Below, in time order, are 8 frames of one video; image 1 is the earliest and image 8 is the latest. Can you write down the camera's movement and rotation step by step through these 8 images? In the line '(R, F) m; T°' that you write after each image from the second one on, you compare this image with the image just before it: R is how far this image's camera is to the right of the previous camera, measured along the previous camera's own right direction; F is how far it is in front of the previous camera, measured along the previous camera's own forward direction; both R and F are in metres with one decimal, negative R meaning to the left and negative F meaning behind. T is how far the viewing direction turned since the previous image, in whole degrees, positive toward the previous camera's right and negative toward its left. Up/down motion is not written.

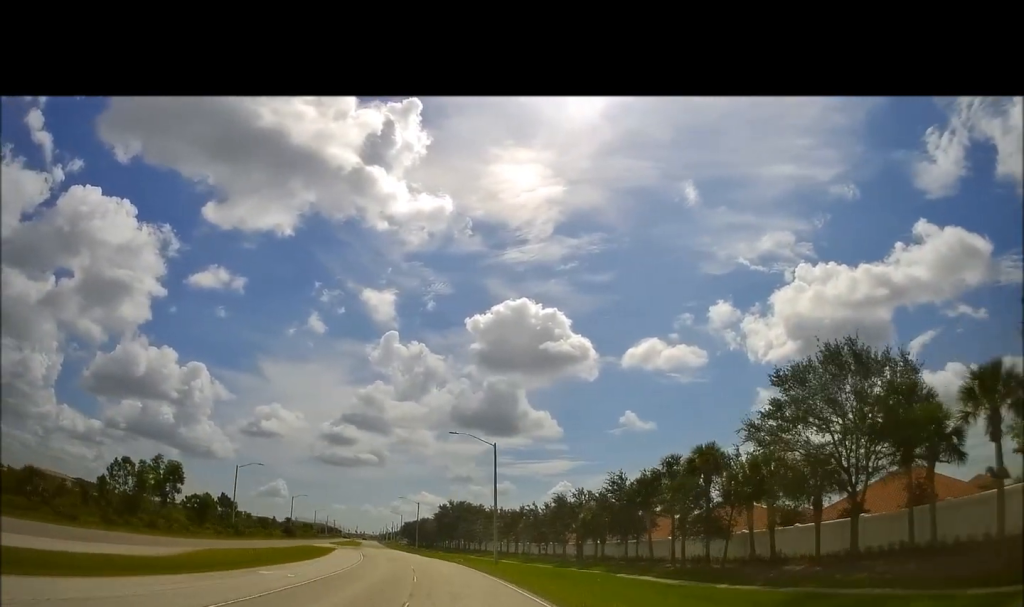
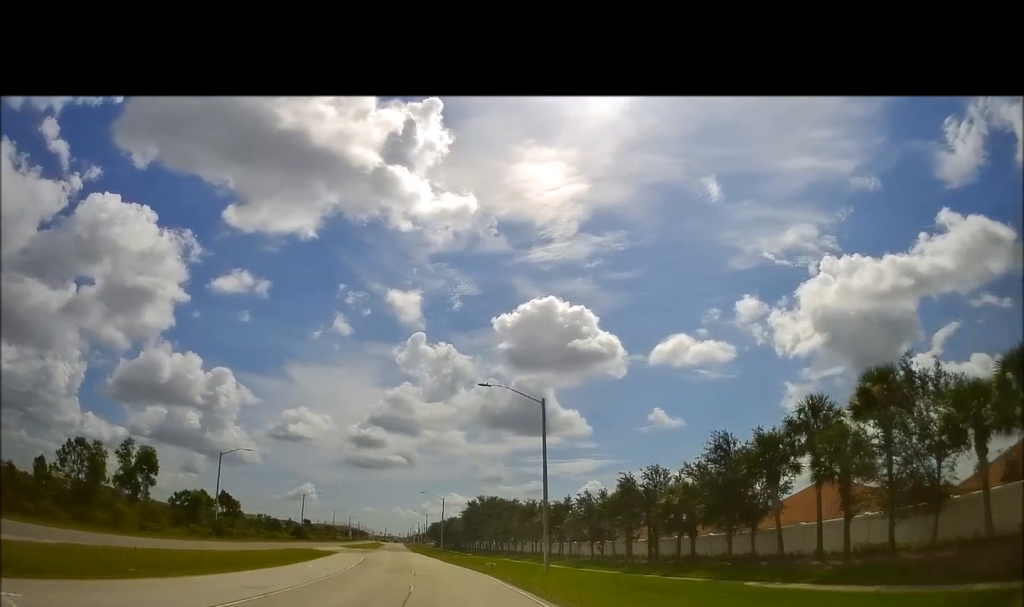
(-0.5, +17.1) m; -2°
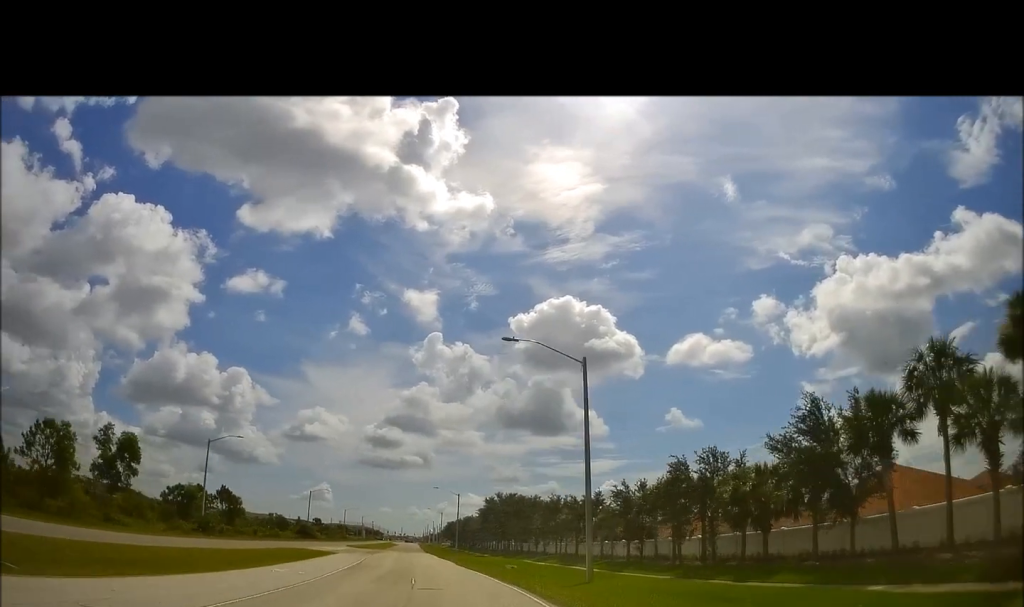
(+0.1, +8.9) m; -1°
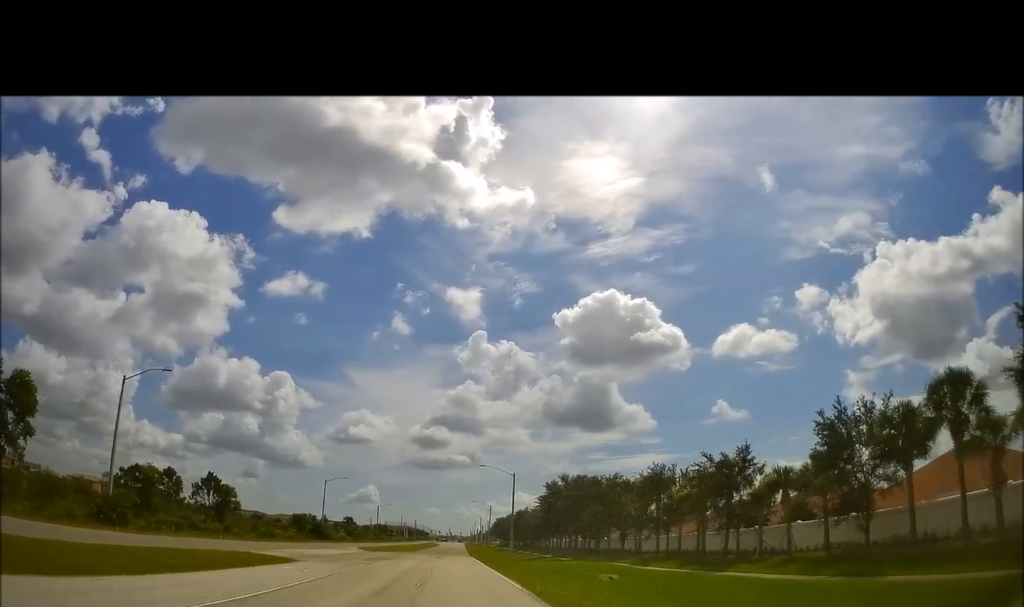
(-0.8, +28.3) m; -3°
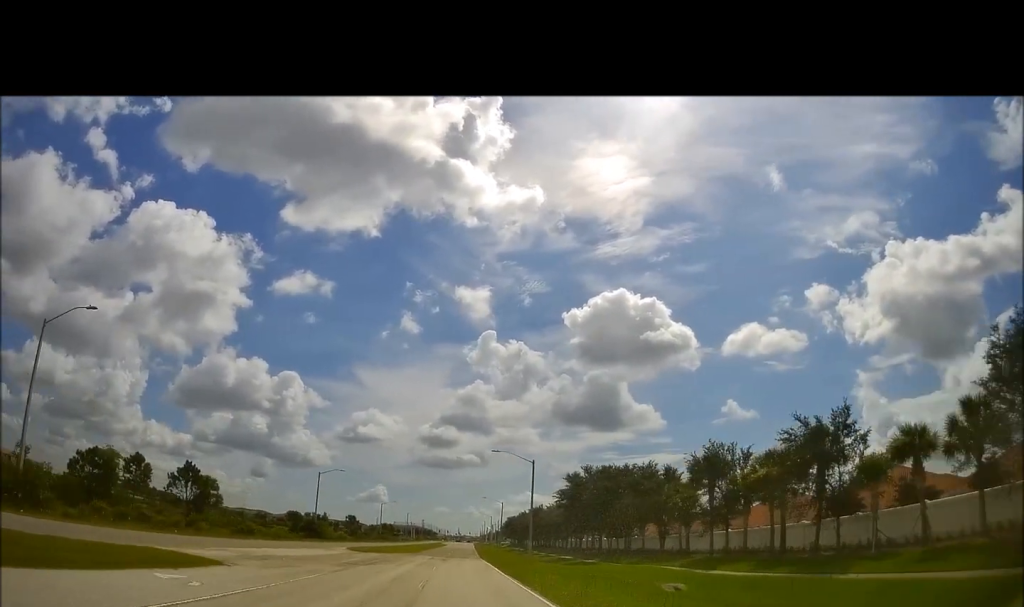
(+0.2, +12.0) m; -3°
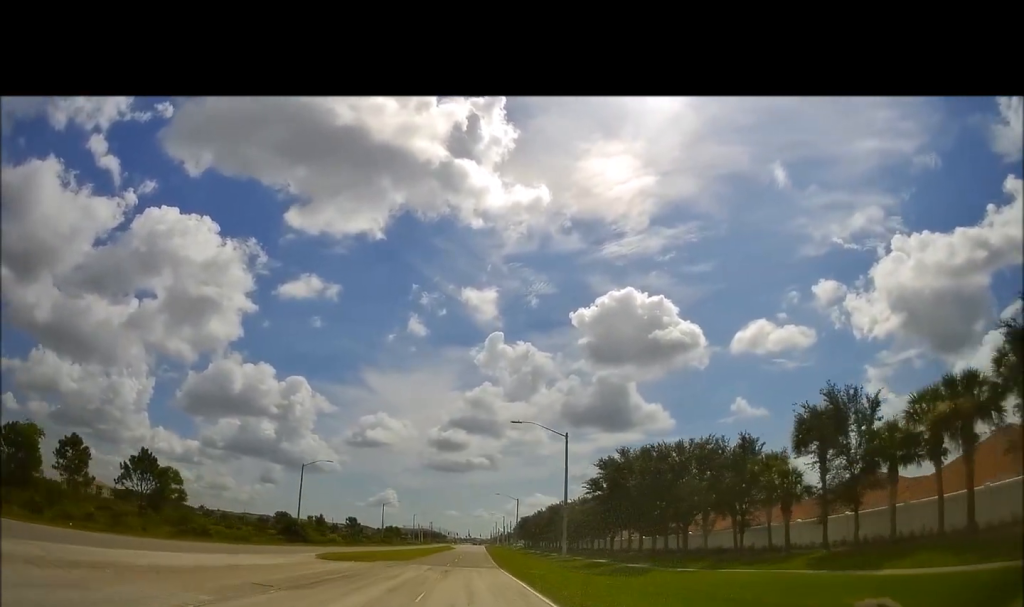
(-1.2, +16.3) m; -1°
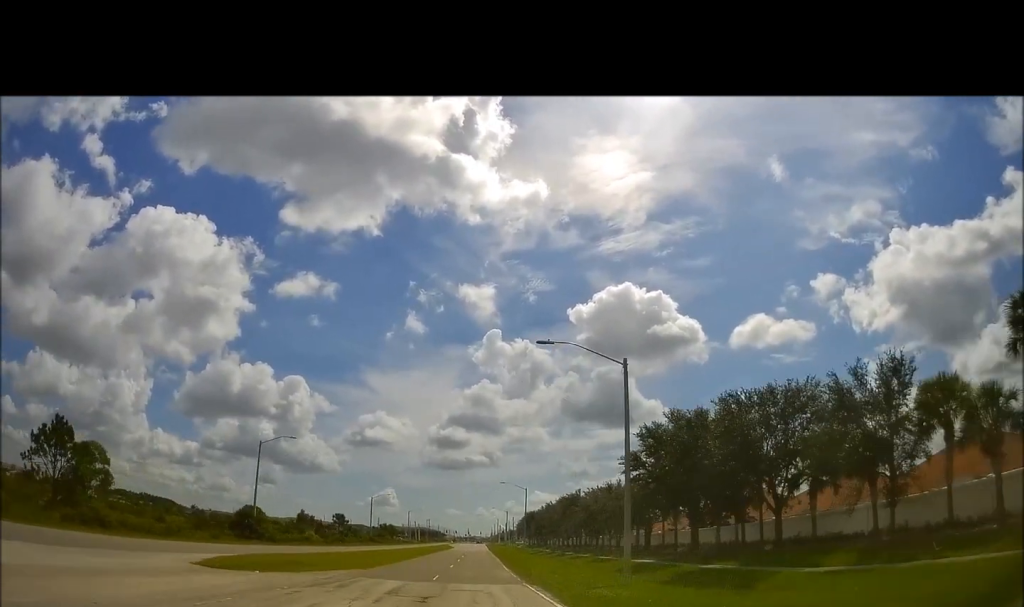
(+0.8, +18.6) m; +1°
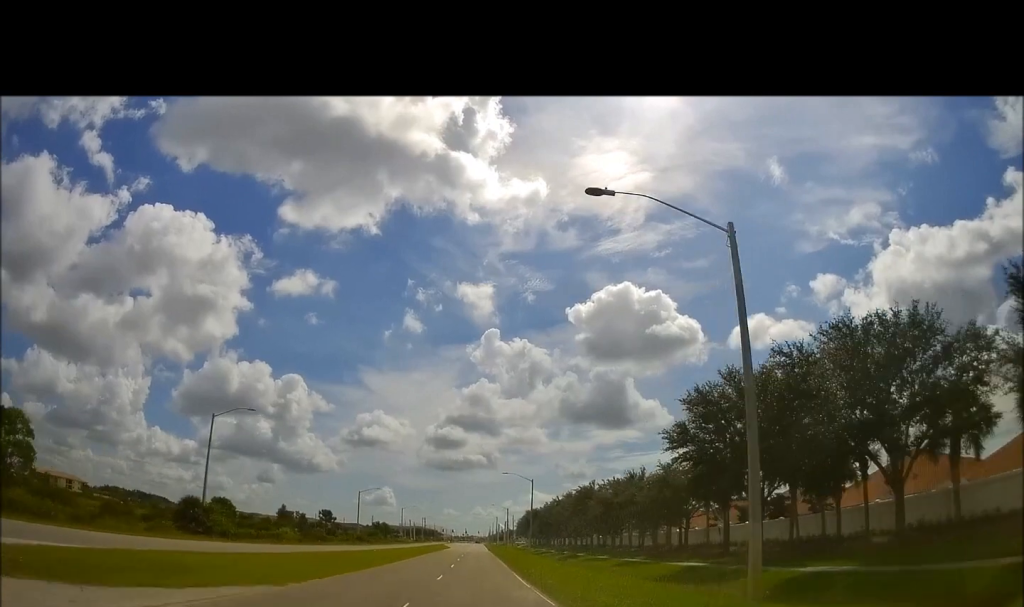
(-0.2, +13.2) m; -1°
